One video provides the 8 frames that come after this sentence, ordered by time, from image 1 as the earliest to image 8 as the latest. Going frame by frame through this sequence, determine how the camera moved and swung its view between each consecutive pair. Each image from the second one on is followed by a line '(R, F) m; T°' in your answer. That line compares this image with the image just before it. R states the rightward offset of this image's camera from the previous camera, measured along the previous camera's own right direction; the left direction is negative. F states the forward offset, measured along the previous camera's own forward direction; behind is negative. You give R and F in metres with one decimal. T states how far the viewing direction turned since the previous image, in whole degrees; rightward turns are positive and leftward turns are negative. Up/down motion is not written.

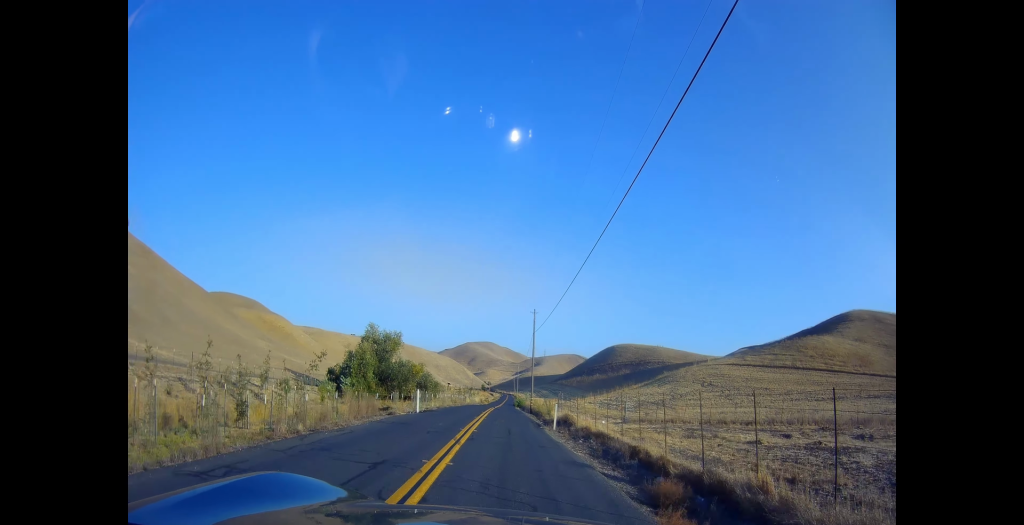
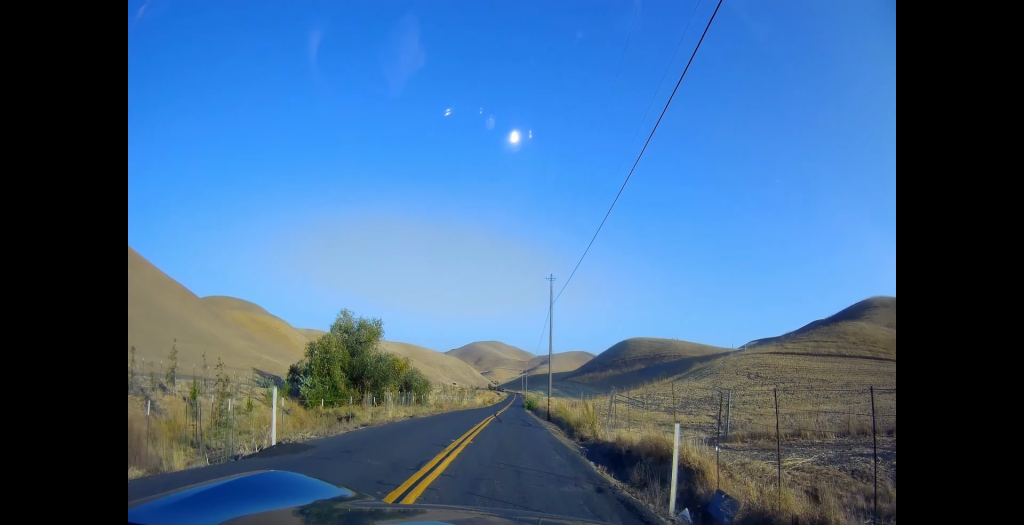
(-0.1, +18.1) m; -3°
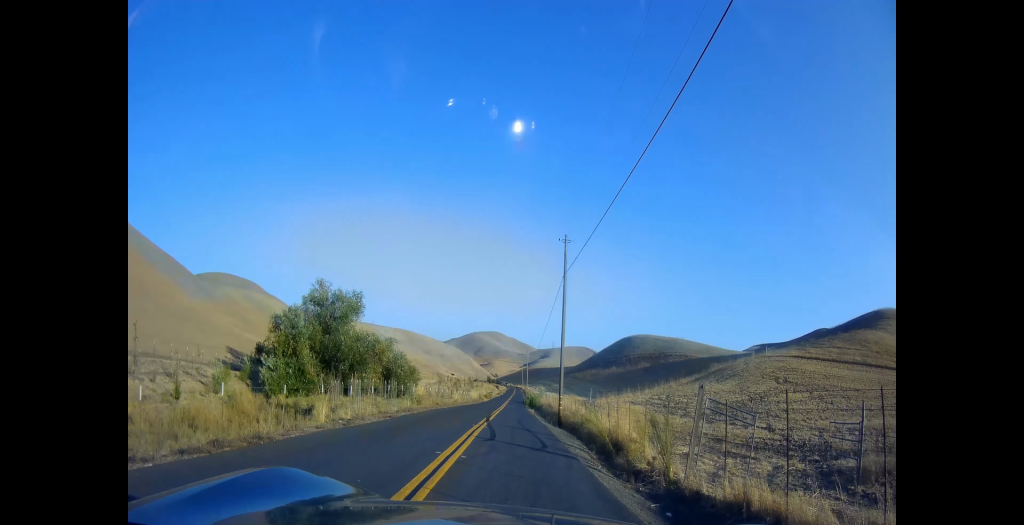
(-0.2, +10.0) m; 0°
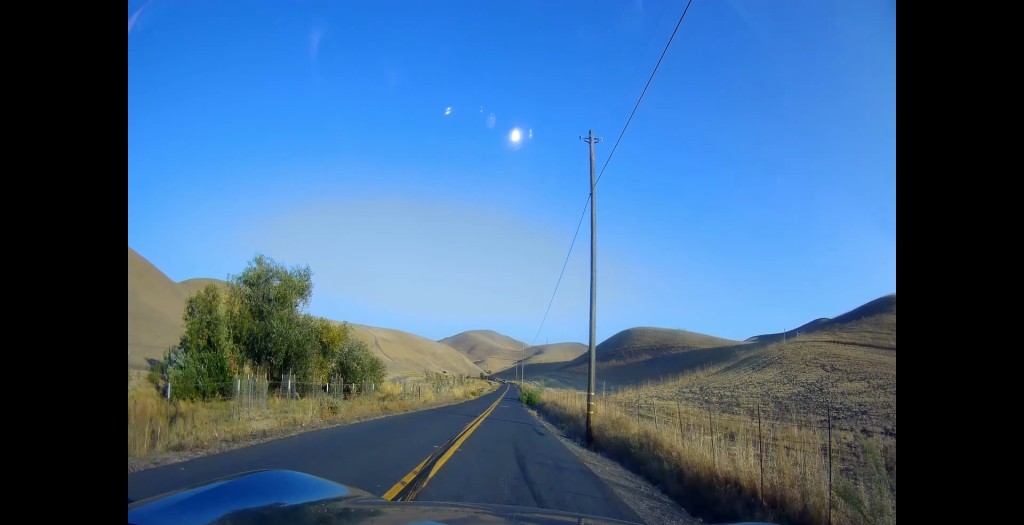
(+0.2, +14.7) m; +2°
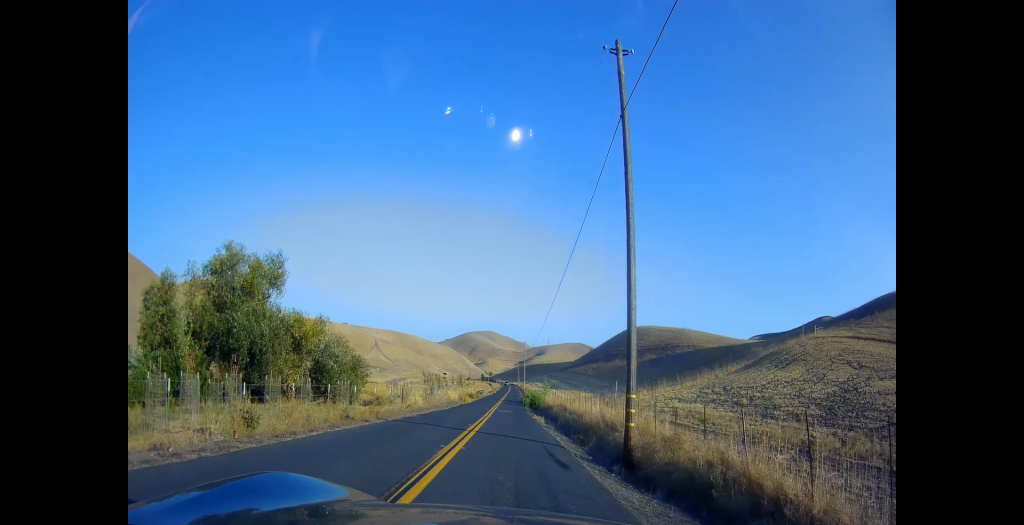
(+0.1, +6.1) m; +1°
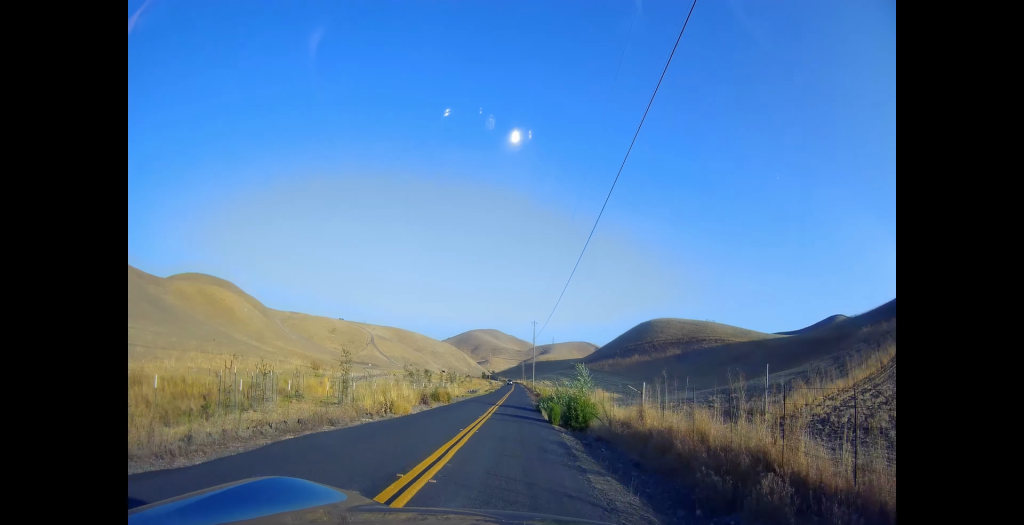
(-0.1, +32.1) m; -1°
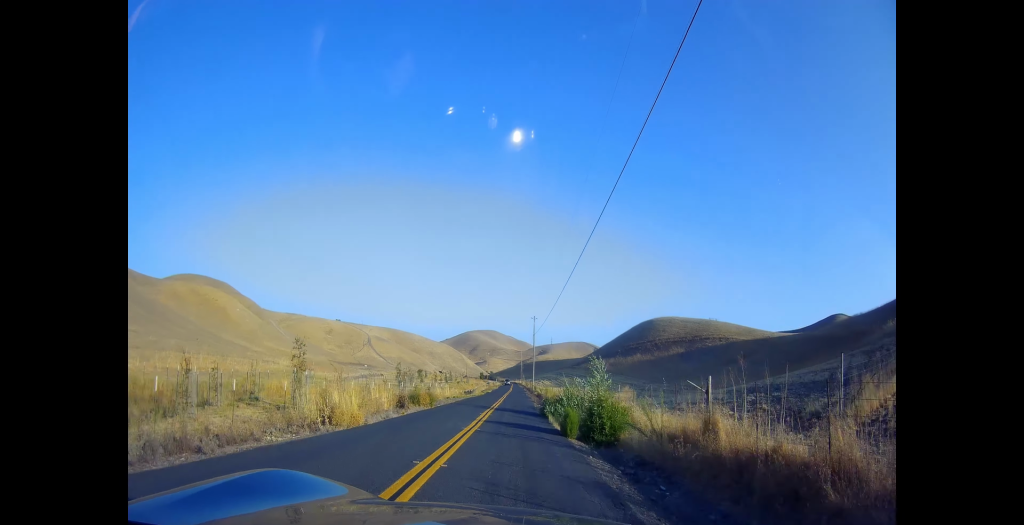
(-0.1, +6.4) m; 0°
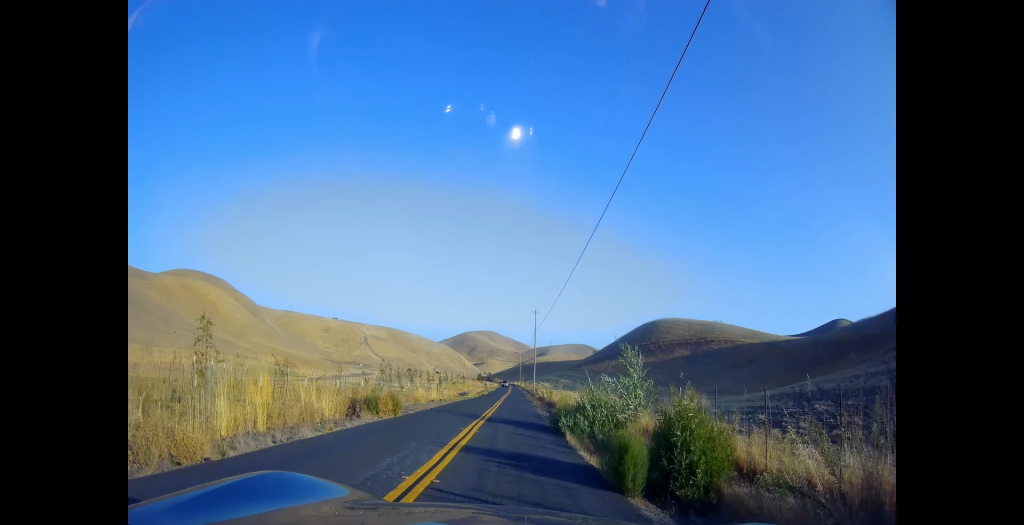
(-0.1, +7.8) m; -1°
